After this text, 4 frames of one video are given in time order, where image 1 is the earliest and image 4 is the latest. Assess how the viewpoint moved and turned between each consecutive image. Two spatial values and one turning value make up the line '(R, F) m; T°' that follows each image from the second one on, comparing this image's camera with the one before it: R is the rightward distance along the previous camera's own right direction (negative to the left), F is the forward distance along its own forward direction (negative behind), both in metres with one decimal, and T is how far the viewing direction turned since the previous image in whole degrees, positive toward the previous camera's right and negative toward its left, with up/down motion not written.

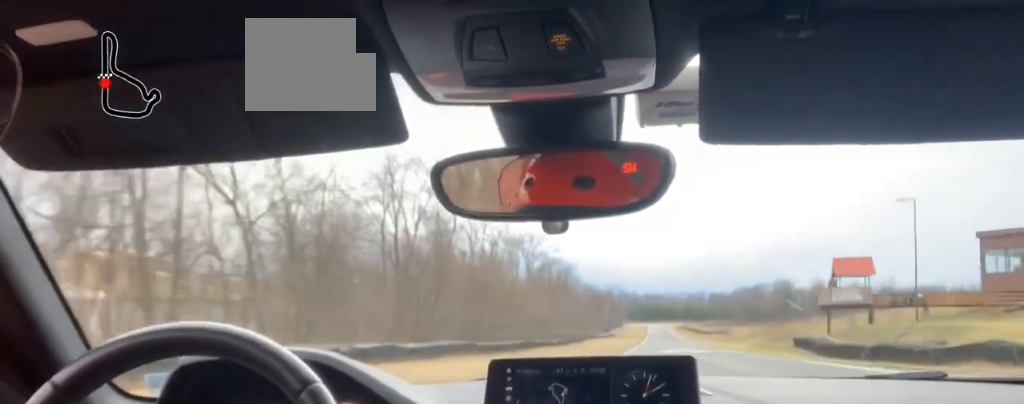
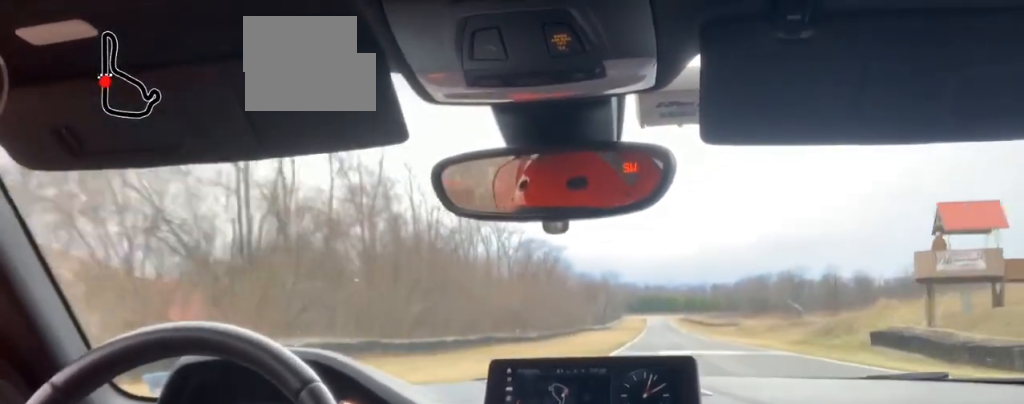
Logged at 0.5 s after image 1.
(-0.2, +27.5) m; 0°
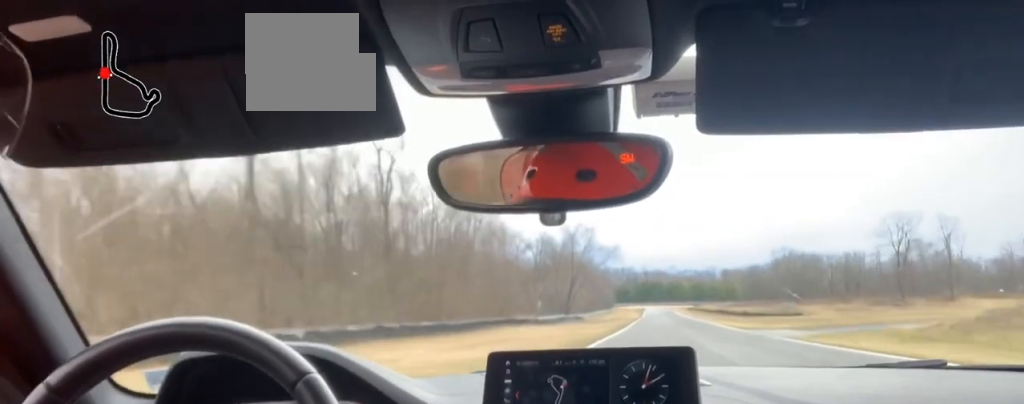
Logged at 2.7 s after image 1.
(+0.4, +114.0) m; +1°
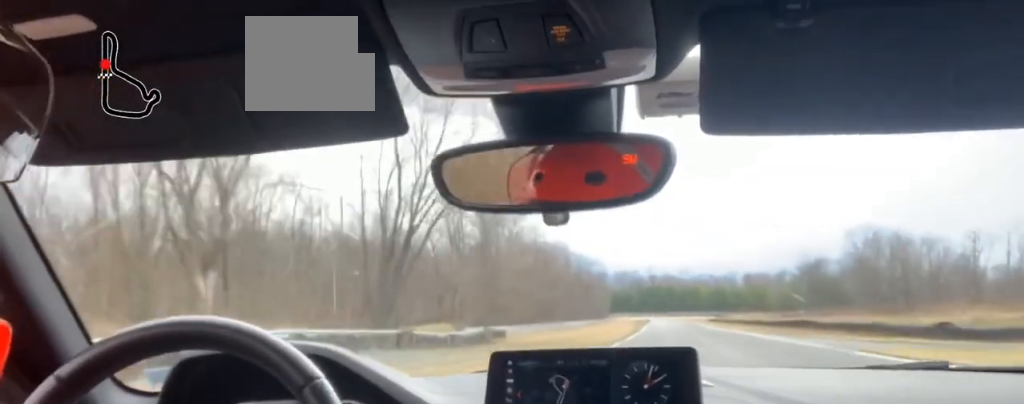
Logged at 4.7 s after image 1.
(-0.3, +113.5) m; -2°
